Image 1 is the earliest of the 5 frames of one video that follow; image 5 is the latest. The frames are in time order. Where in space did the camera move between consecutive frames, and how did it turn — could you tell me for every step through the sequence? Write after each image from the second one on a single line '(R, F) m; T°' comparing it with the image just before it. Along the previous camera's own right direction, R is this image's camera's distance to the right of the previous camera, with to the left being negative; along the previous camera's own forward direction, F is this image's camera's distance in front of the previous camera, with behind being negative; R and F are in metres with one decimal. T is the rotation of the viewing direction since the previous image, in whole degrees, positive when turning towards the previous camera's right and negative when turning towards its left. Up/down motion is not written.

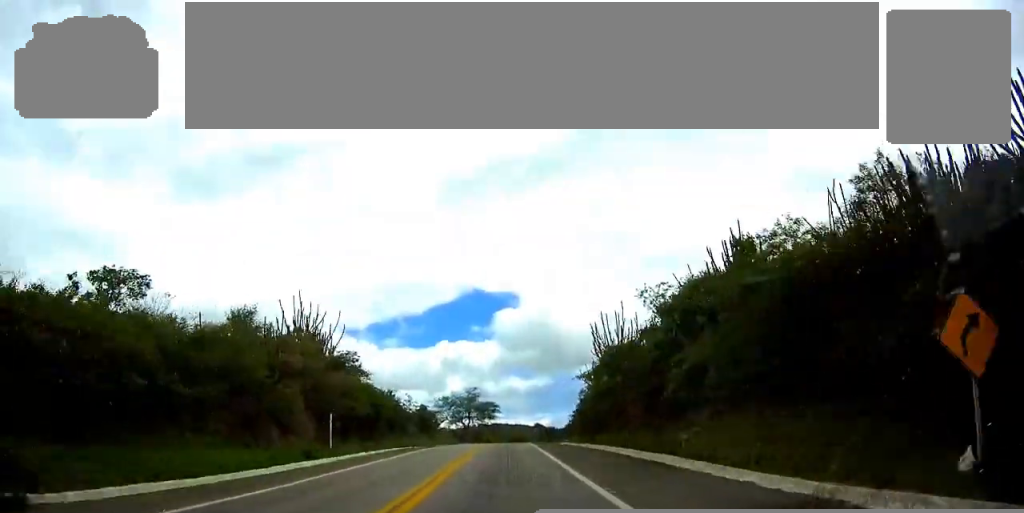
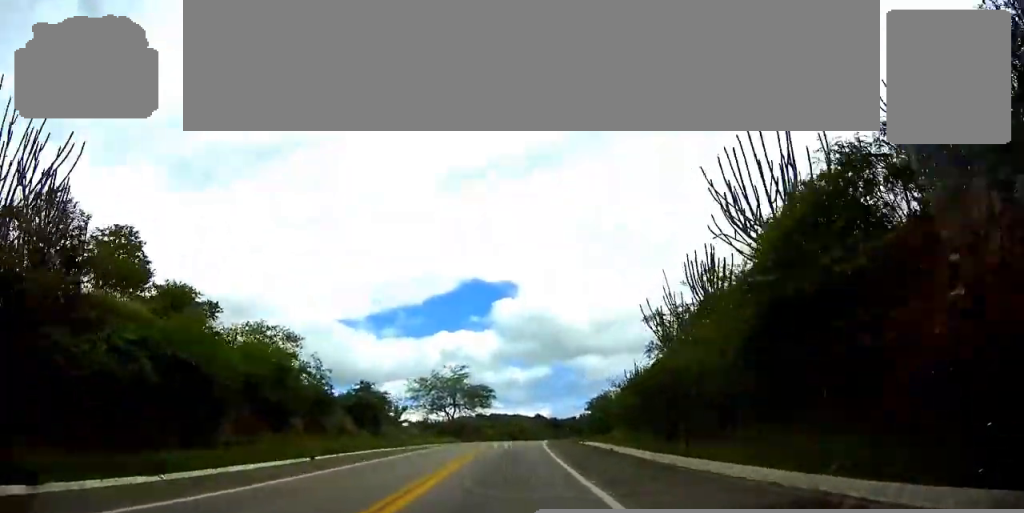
(+0.1, +32.8) m; +1°
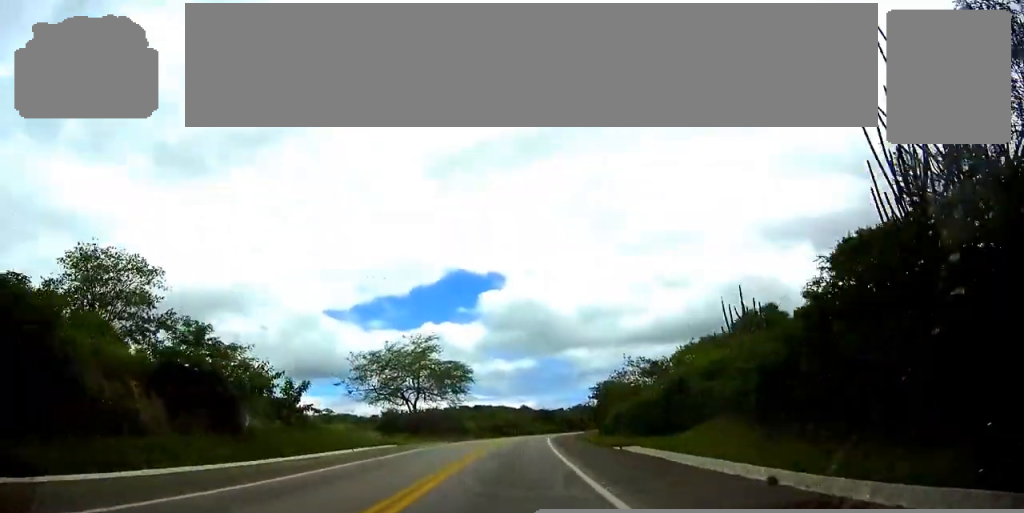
(+0.3, +26.7) m; +2°
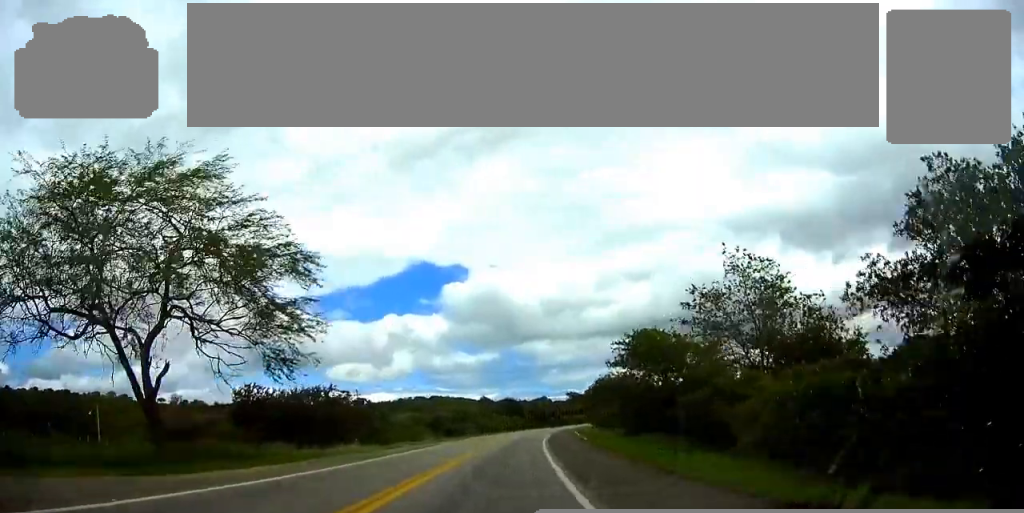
(+0.8, +49.0) m; +3°
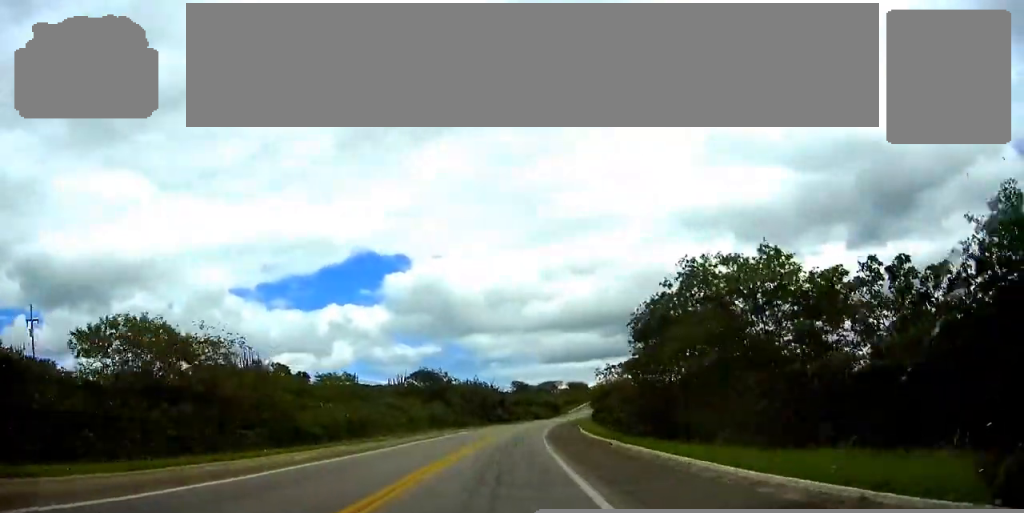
(+4.0, +74.8) m; +6°
